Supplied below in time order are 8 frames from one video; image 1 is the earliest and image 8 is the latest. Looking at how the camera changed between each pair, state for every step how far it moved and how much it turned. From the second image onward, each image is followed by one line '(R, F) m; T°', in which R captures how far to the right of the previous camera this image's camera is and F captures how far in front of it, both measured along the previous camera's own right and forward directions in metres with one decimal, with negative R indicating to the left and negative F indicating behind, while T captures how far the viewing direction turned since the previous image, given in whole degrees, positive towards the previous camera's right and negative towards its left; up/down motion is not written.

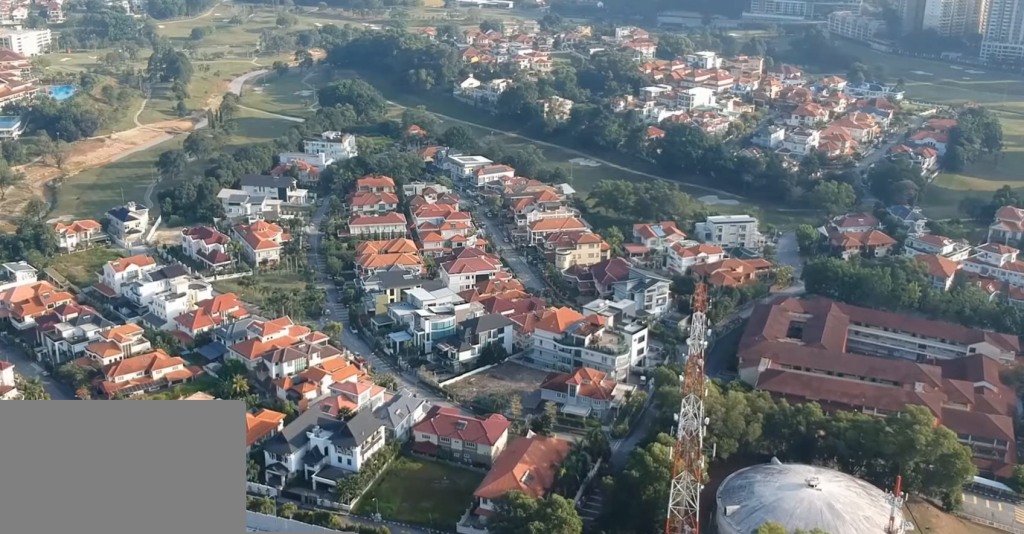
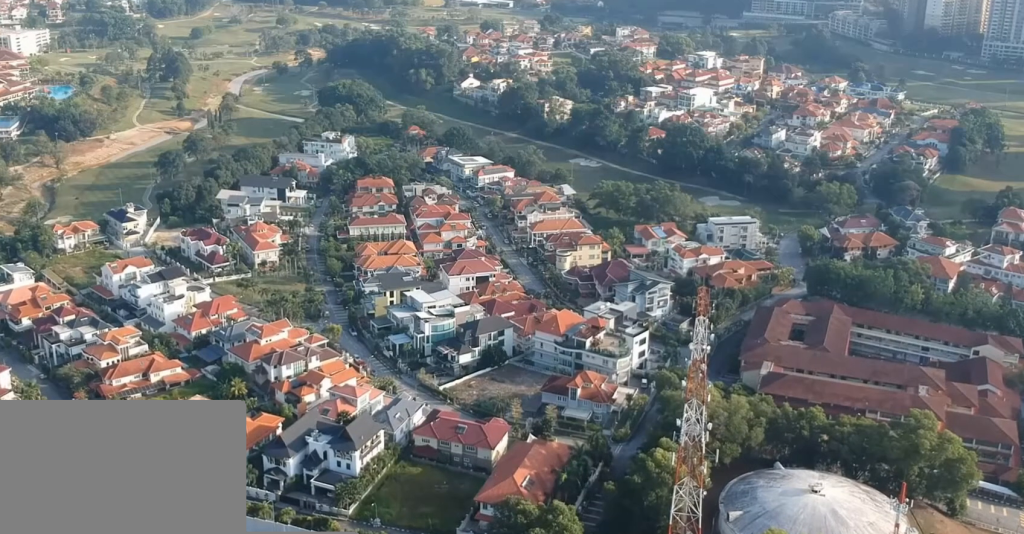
(0.0, +2.5) m; 0°
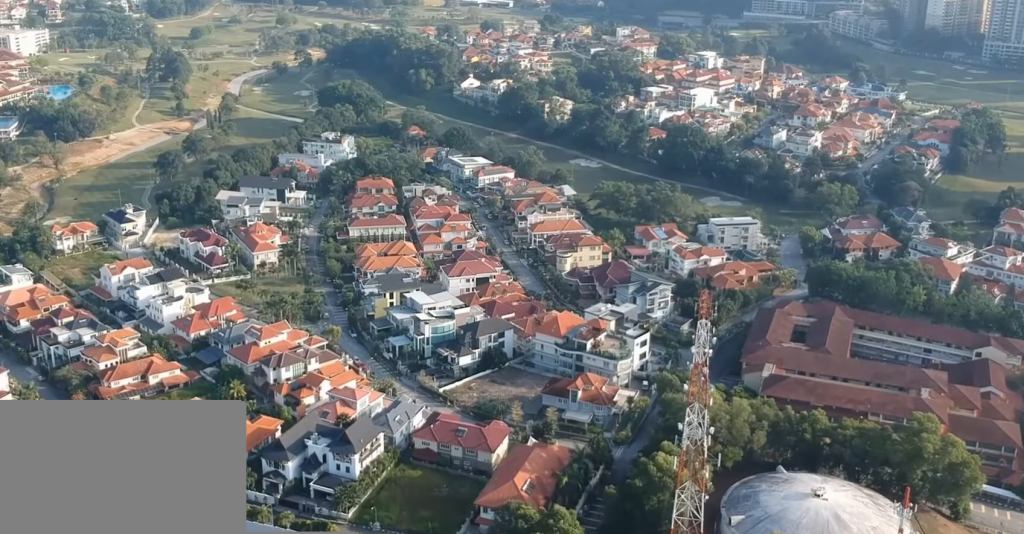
(0.0, +1.8) m; 0°
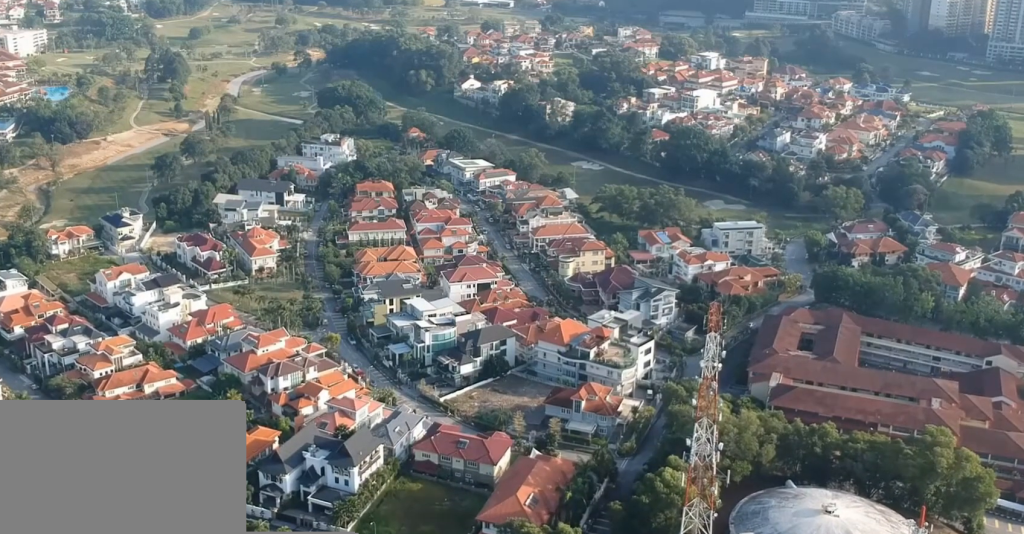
(+0.1, +6.5) m; 0°
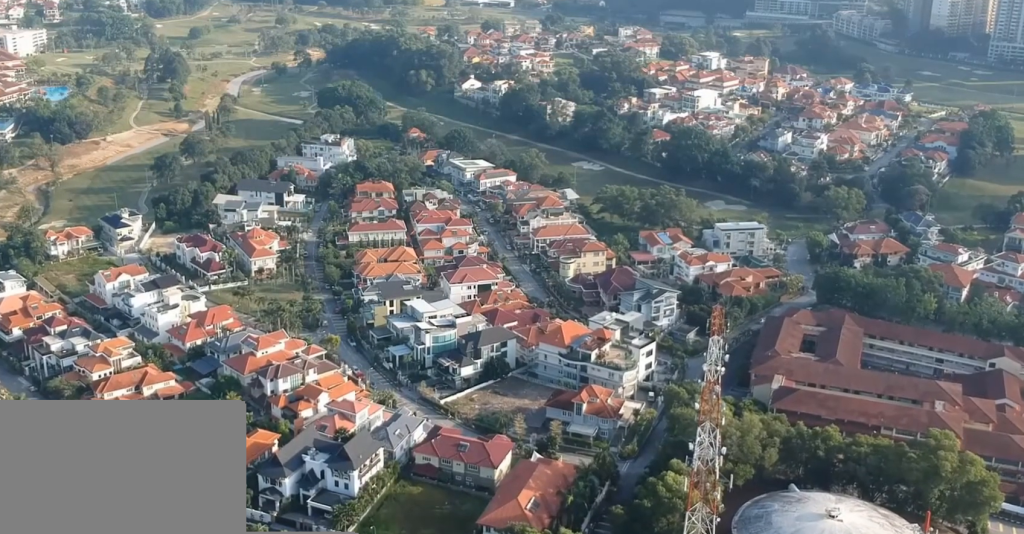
(0.0, +1.9) m; -1°
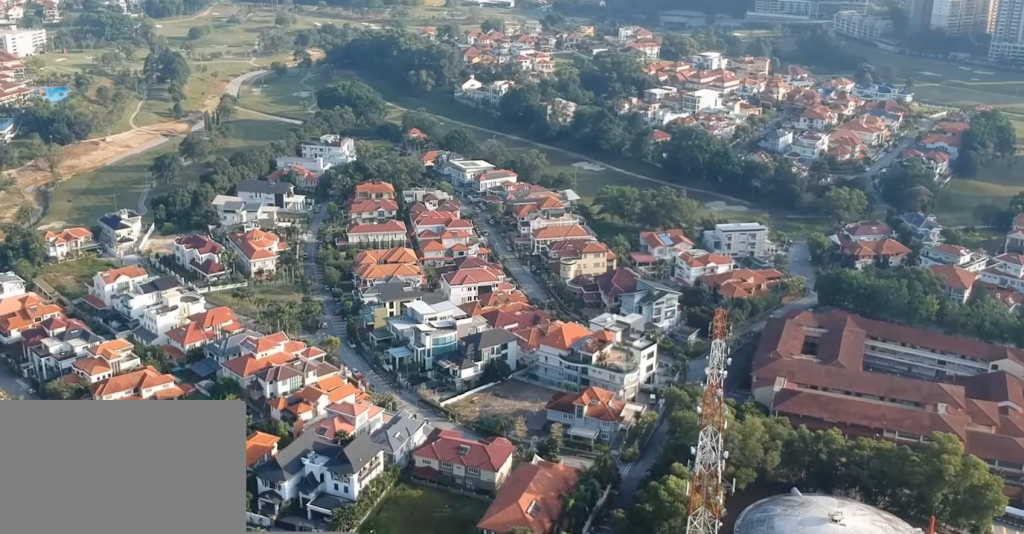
(0.0, +1.5) m; 0°
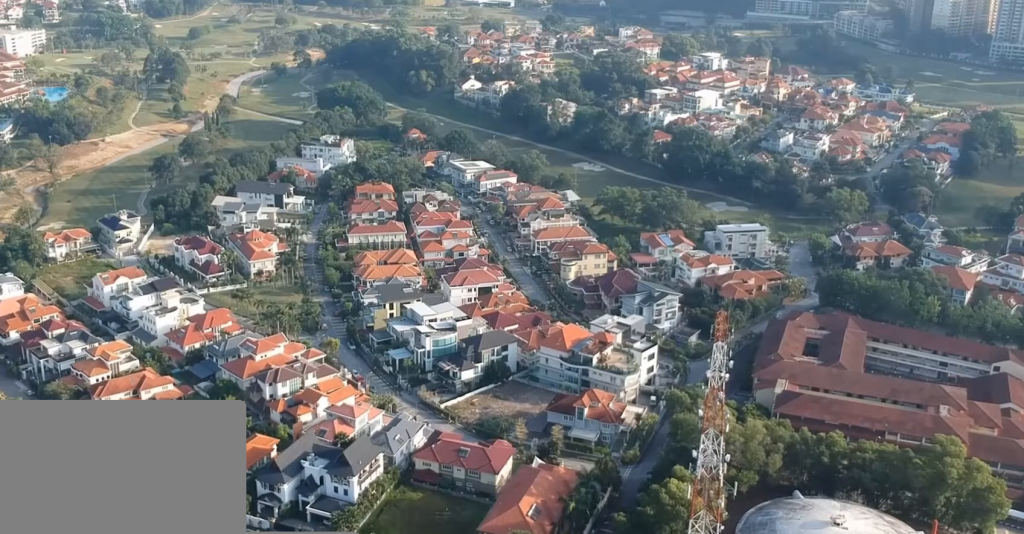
(0.0, +1.2) m; 0°
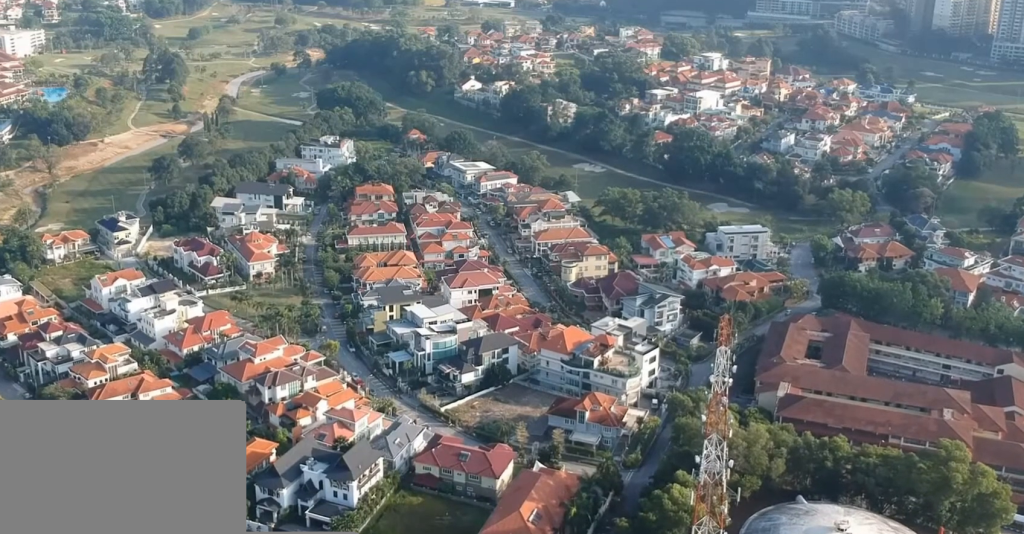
(0.0, +2.2) m; 0°
